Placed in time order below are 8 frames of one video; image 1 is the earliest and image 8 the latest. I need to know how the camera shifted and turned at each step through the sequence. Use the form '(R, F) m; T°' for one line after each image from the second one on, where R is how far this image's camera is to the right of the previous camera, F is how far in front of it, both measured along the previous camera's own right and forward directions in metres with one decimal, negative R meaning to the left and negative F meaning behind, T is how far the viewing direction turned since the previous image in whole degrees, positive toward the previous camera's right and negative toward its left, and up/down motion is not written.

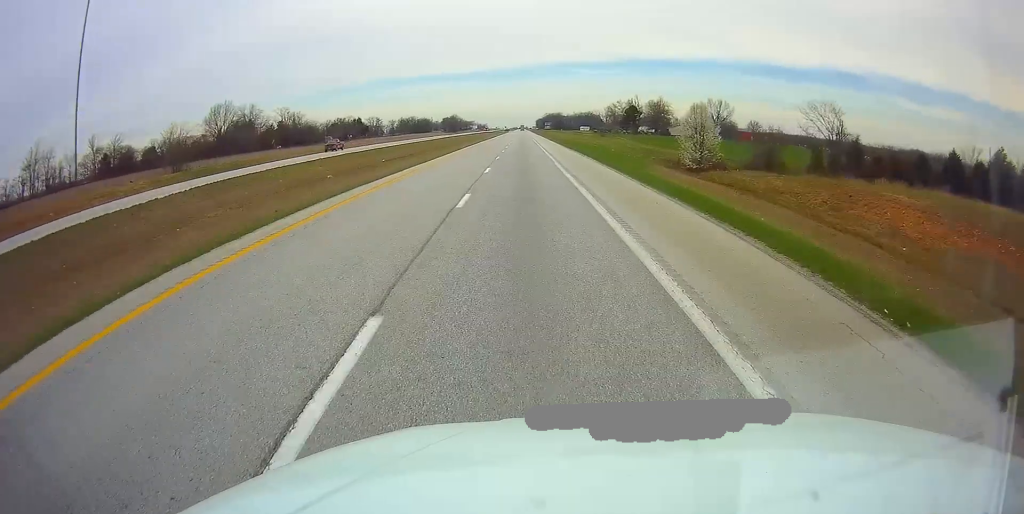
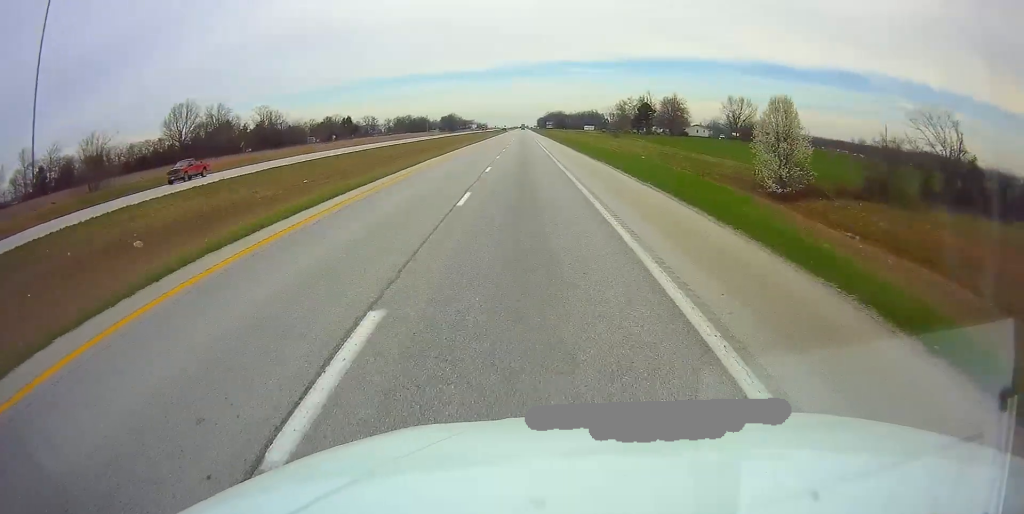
(0.0, +23.7) m; 0°
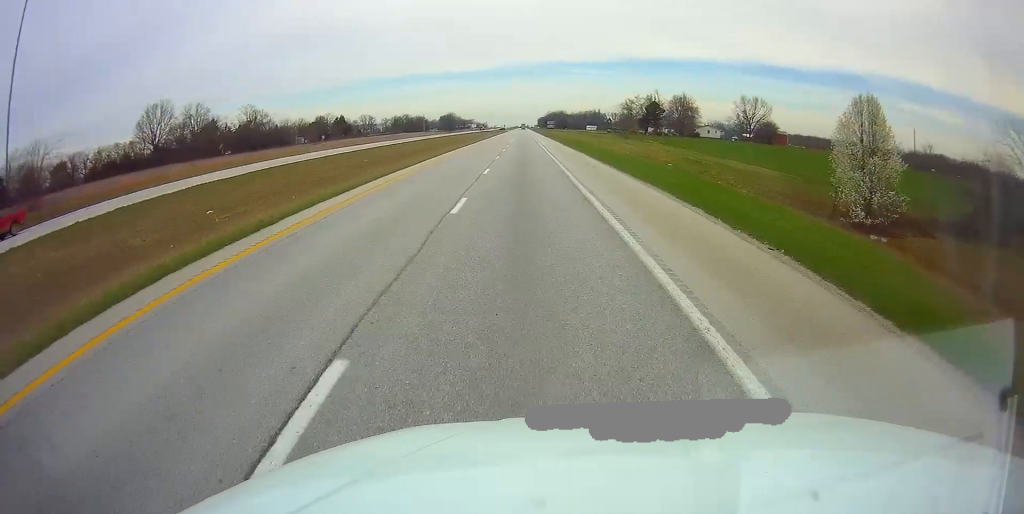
(+0.2, +13.3) m; 0°
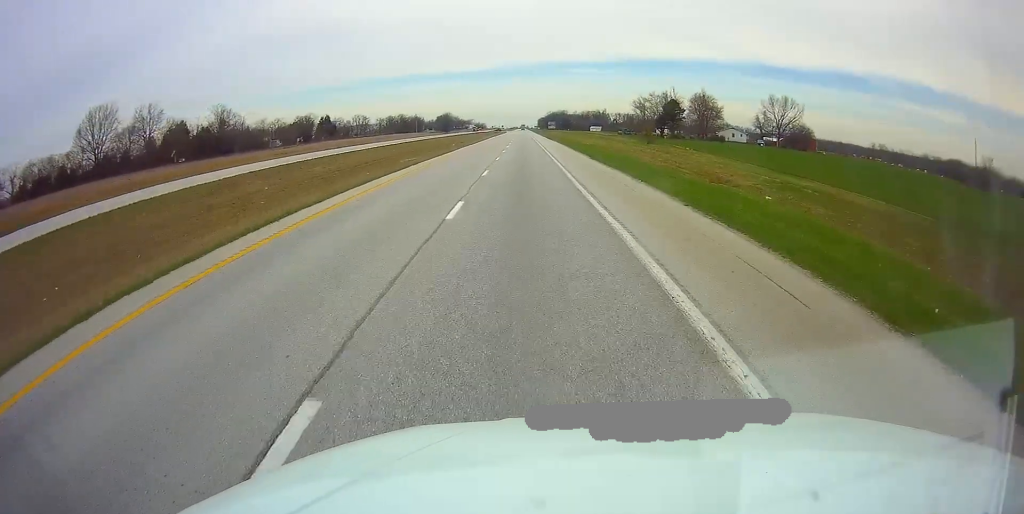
(-0.2, +24.7) m; 0°
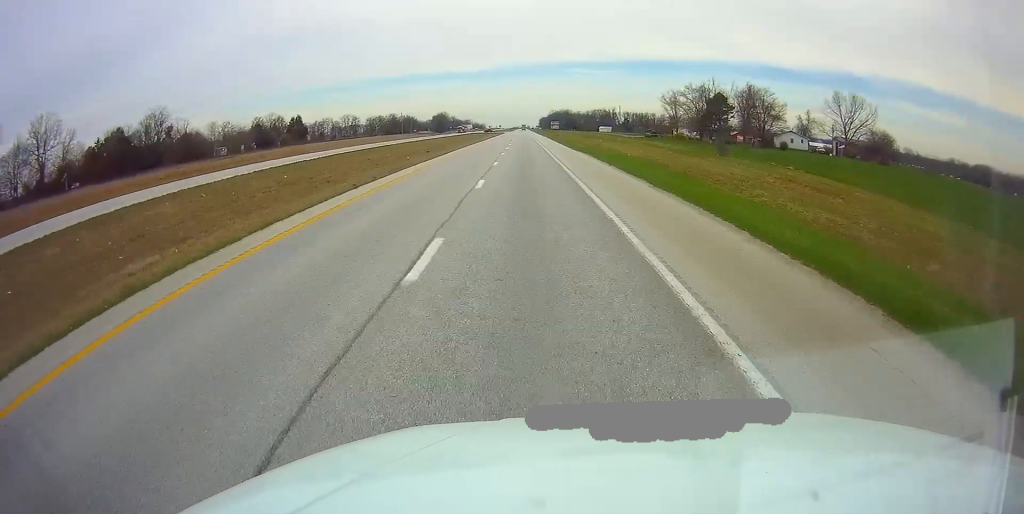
(+0.4, +41.2) m; 0°
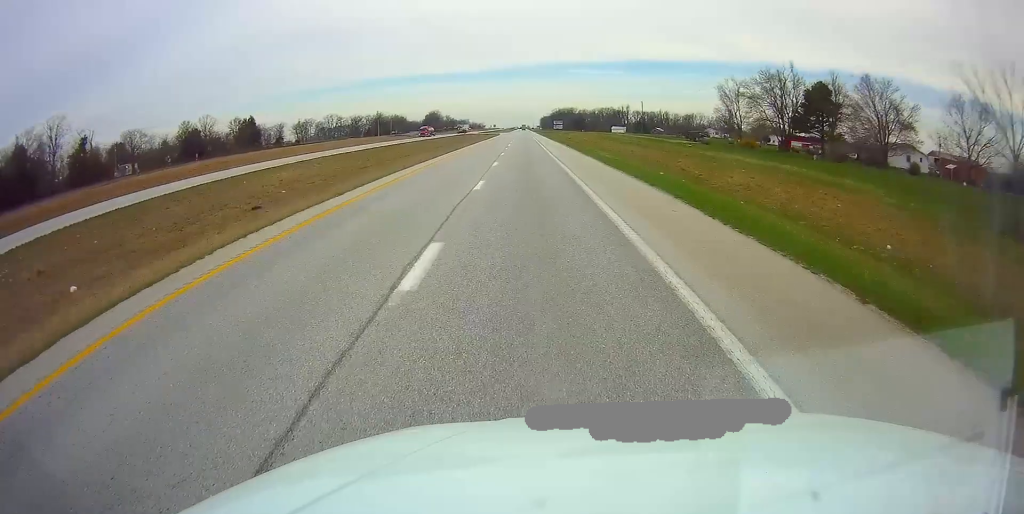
(-0.3, +48.3) m; 0°
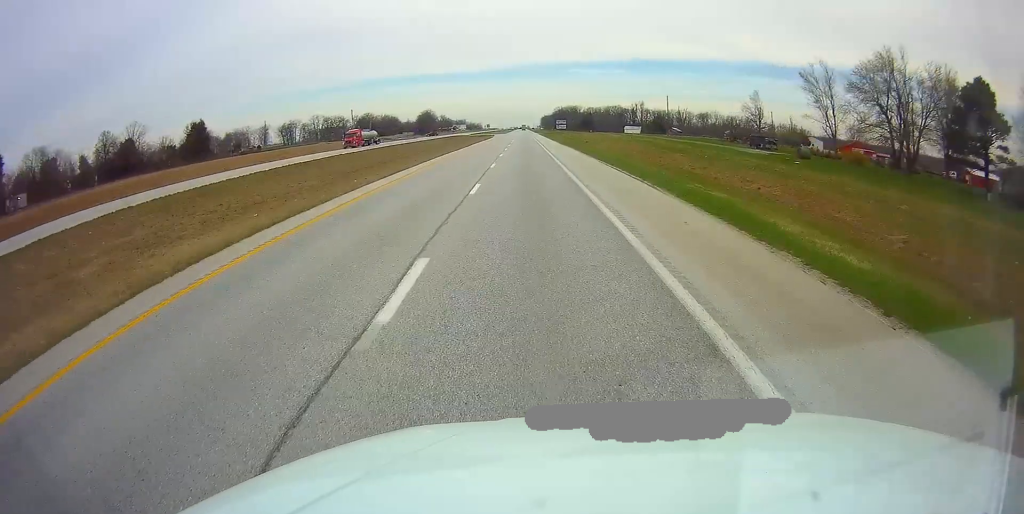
(-0.1, +37.1) m; 0°
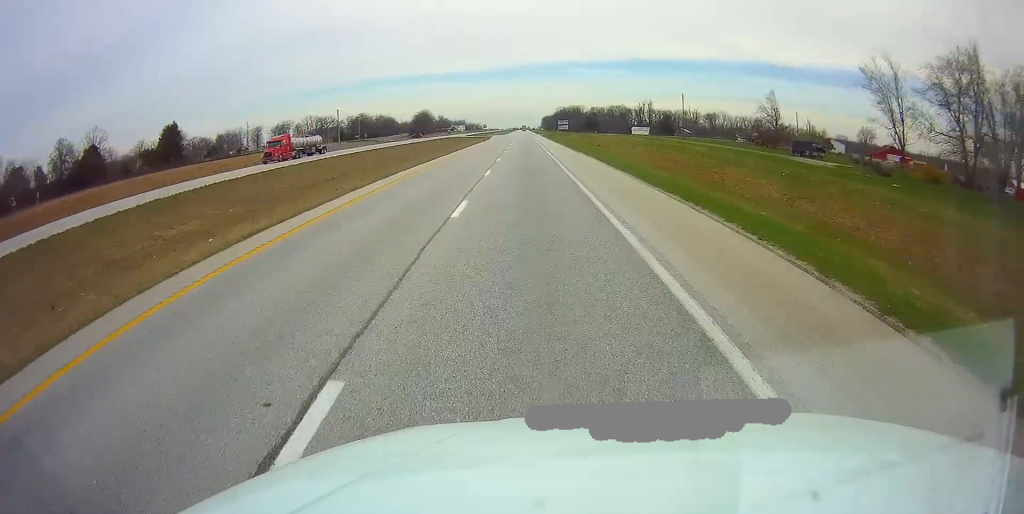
(0.0, +16.6) m; 0°
